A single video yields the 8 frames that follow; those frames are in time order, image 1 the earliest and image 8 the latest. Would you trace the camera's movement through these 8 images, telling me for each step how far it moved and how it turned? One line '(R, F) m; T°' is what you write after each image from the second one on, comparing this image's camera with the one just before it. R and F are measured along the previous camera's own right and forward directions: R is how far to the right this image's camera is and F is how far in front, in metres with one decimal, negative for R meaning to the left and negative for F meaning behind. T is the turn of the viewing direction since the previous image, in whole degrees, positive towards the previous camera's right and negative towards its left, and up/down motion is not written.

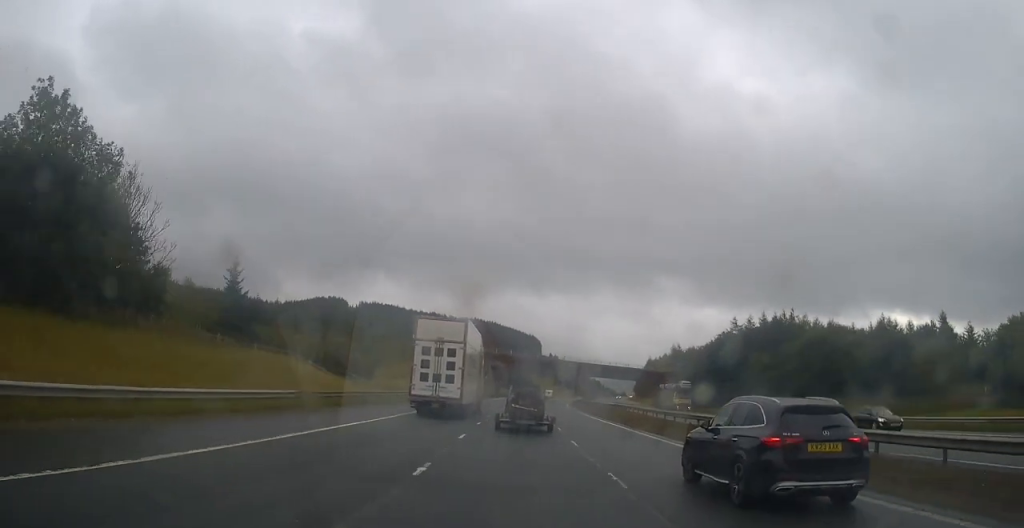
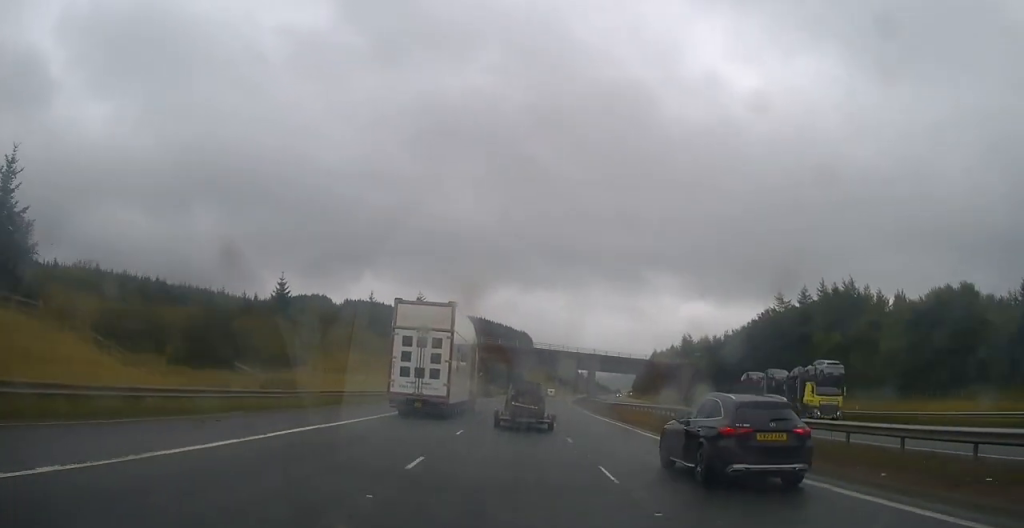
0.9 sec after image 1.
(+0.4, +26.3) m; +1°
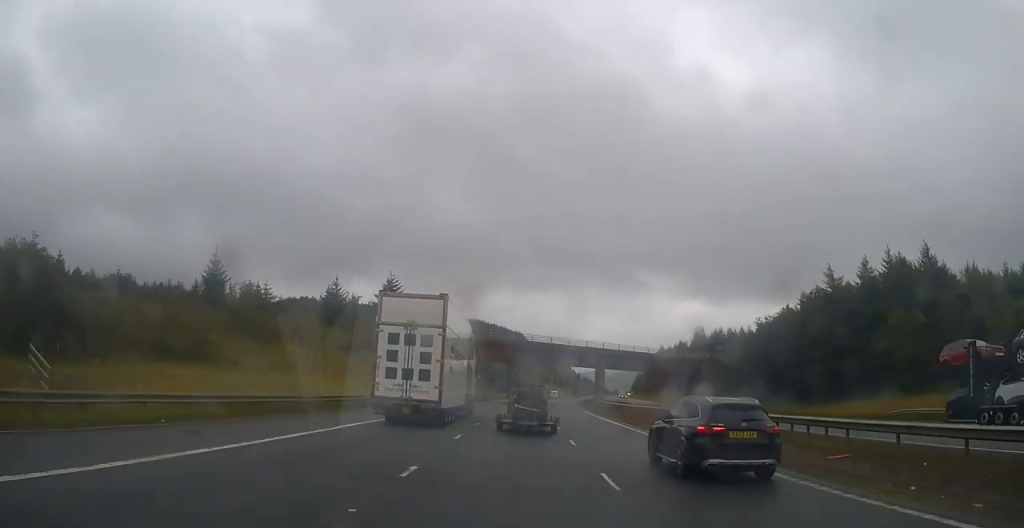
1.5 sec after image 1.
(0.0, +18.5) m; 0°
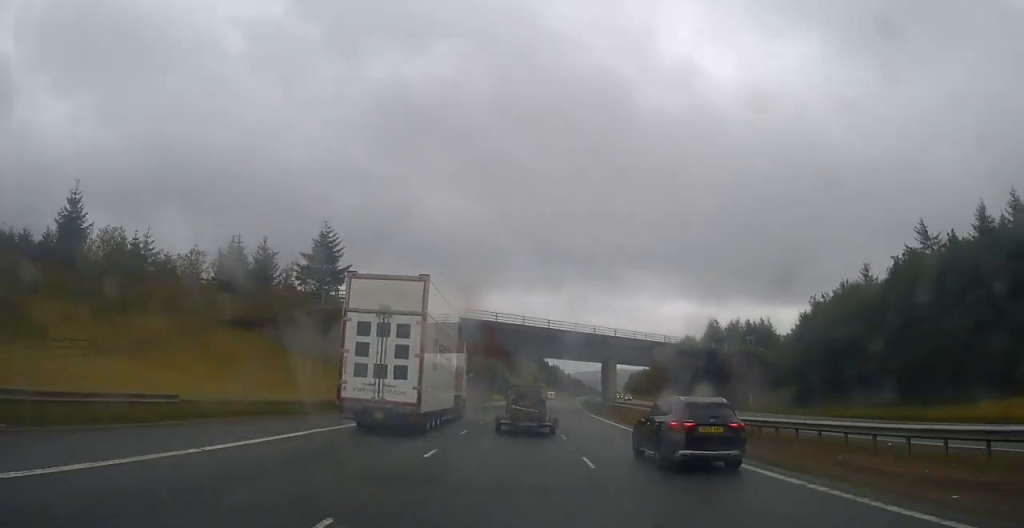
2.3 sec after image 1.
(0.0, +23.3) m; 0°
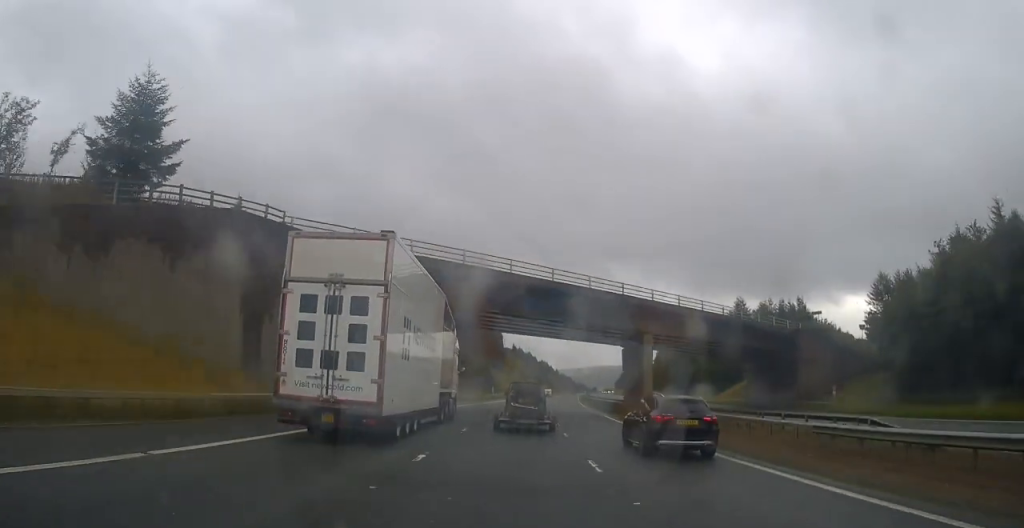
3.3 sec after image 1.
(+0.1, +28.1) m; +1°
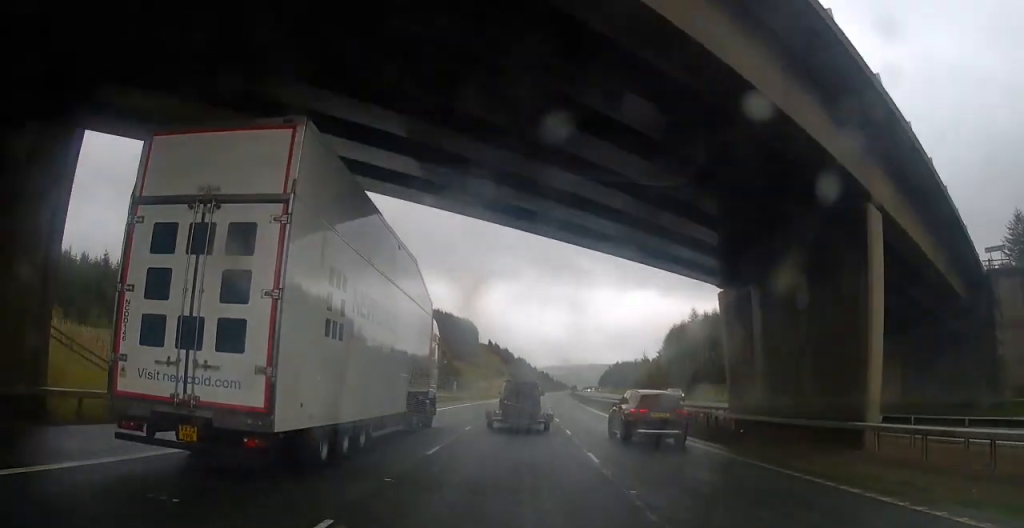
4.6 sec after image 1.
(+0.8, +36.7) m; +2°
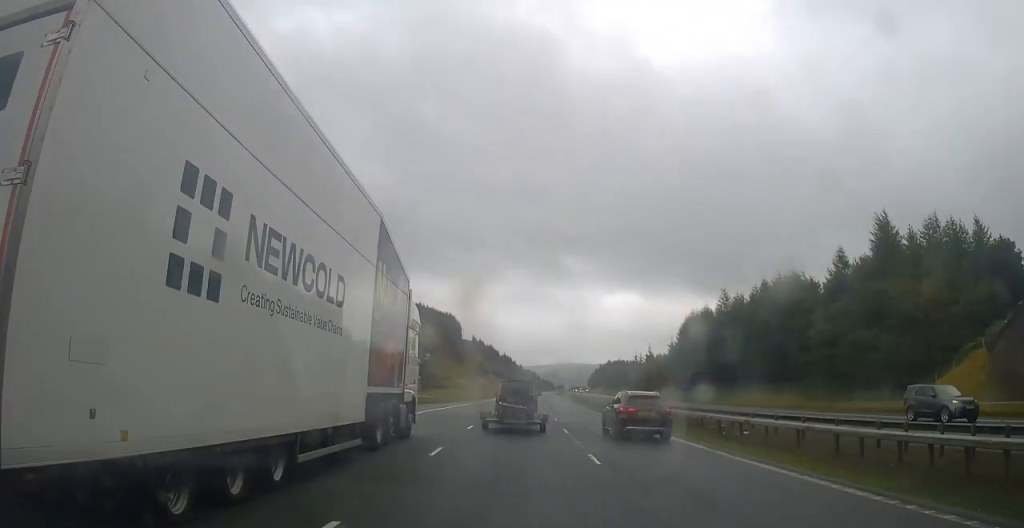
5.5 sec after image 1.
(+0.4, +27.9) m; +2°
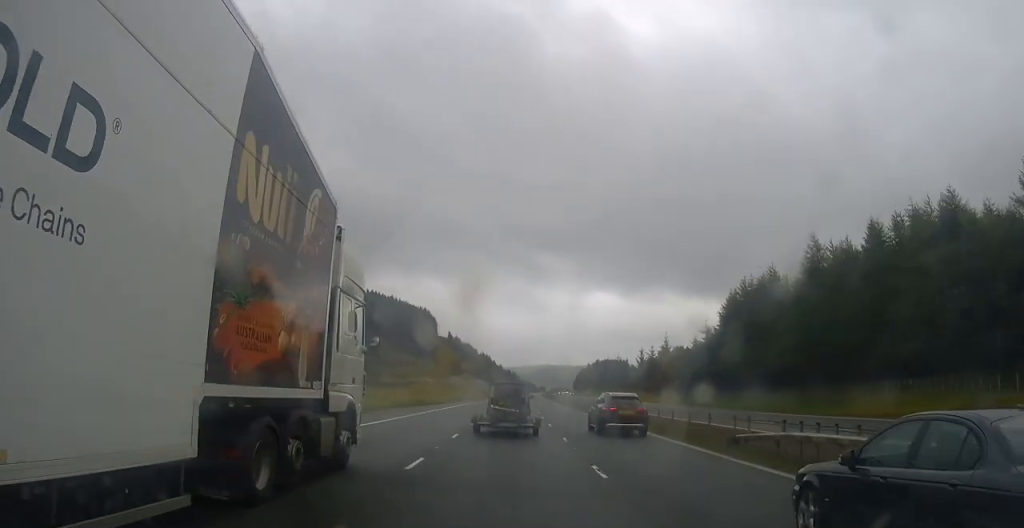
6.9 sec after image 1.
(+0.8, +39.5) m; +2°
